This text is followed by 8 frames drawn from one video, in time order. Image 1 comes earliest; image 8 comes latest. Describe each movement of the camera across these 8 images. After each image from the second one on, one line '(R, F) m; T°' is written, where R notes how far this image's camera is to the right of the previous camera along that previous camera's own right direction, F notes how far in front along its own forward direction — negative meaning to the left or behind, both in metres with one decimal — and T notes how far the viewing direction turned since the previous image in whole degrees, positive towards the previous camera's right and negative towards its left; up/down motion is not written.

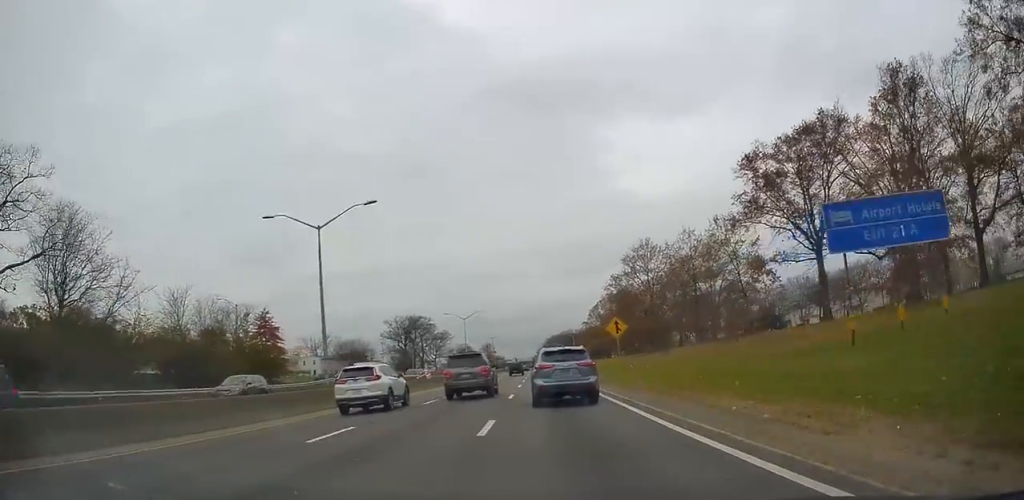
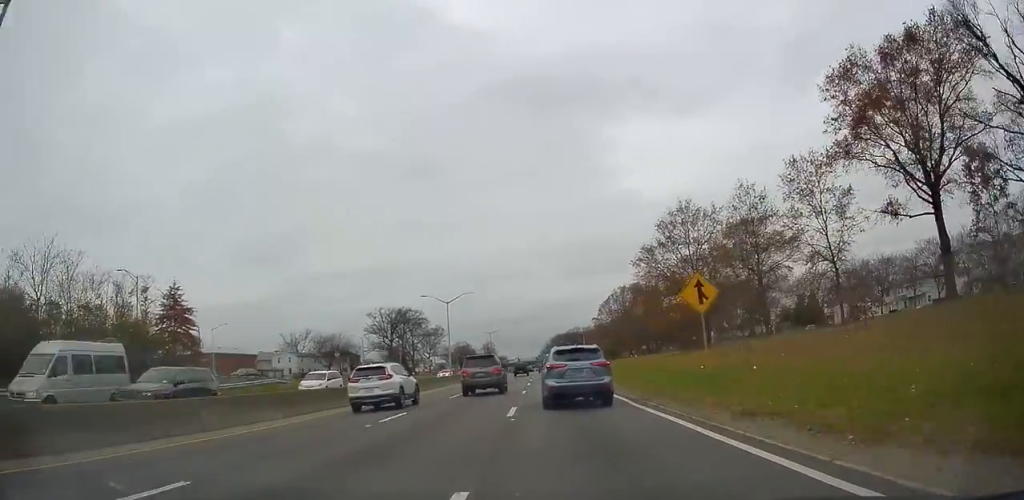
(0.0, +20.4) m; 0°
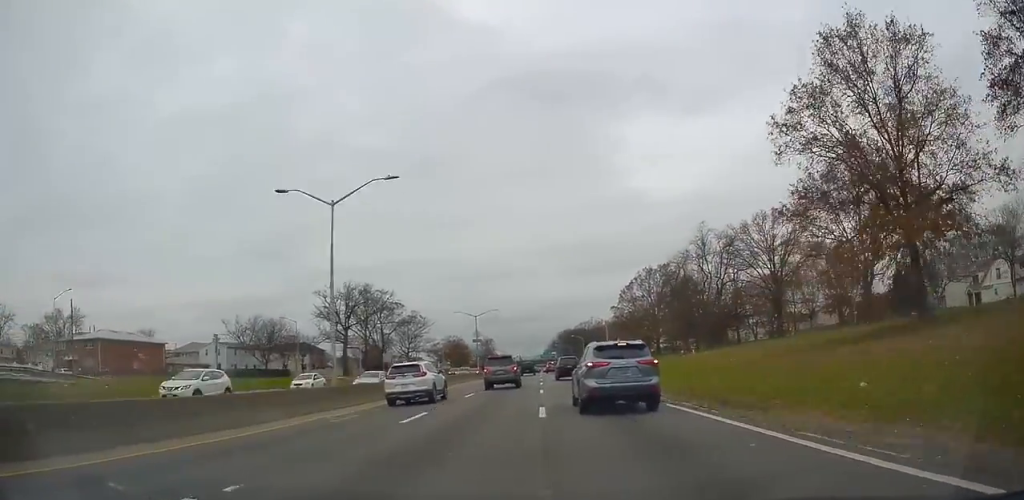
(0.0, +37.8) m; 0°
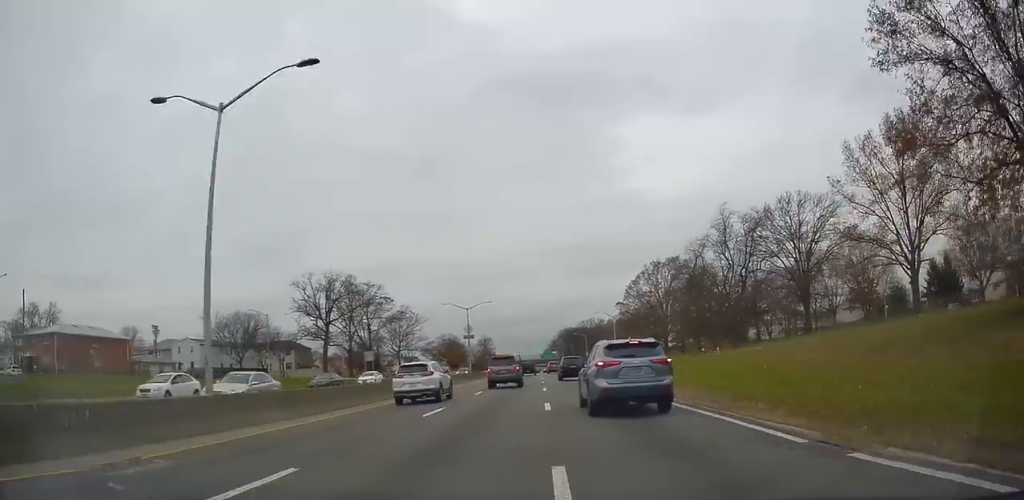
(0.0, +10.0) m; -1°
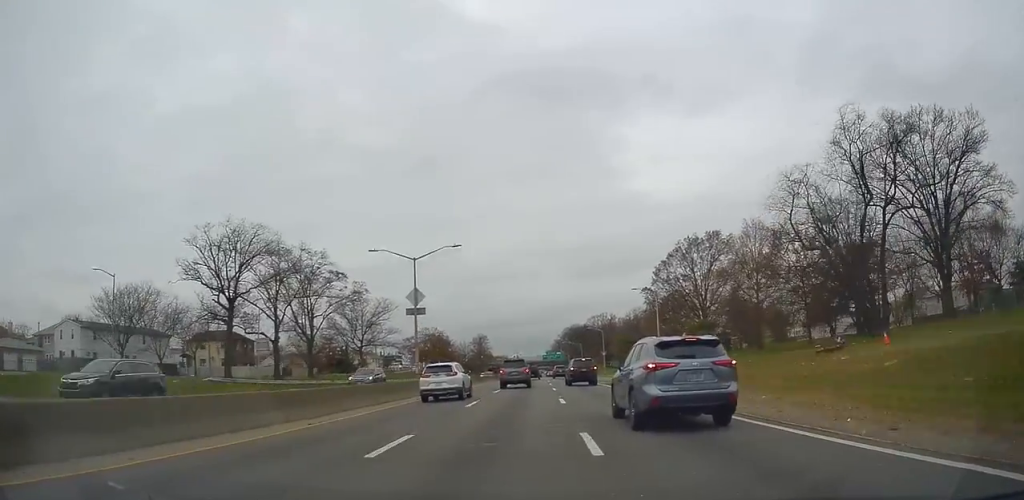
(-0.6, +32.5) m; -1°
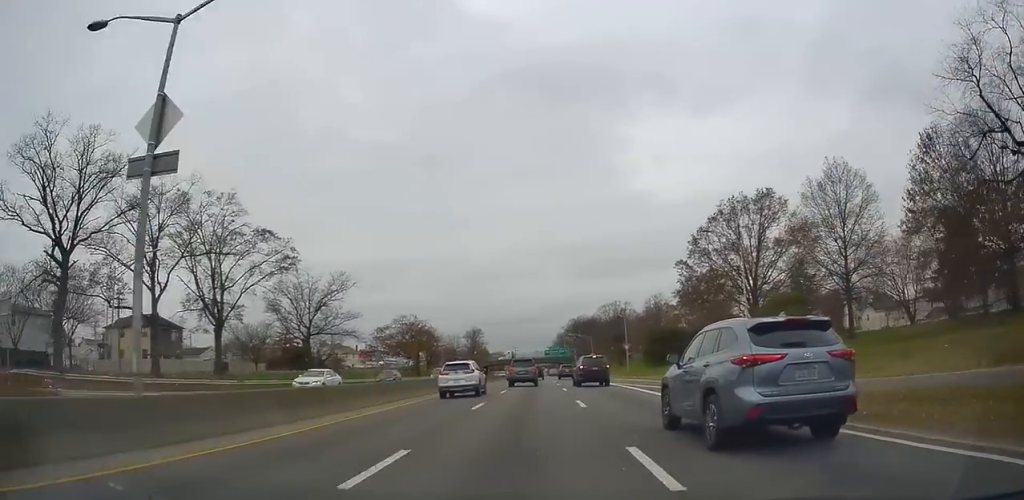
(+0.5, +26.6) m; +1°
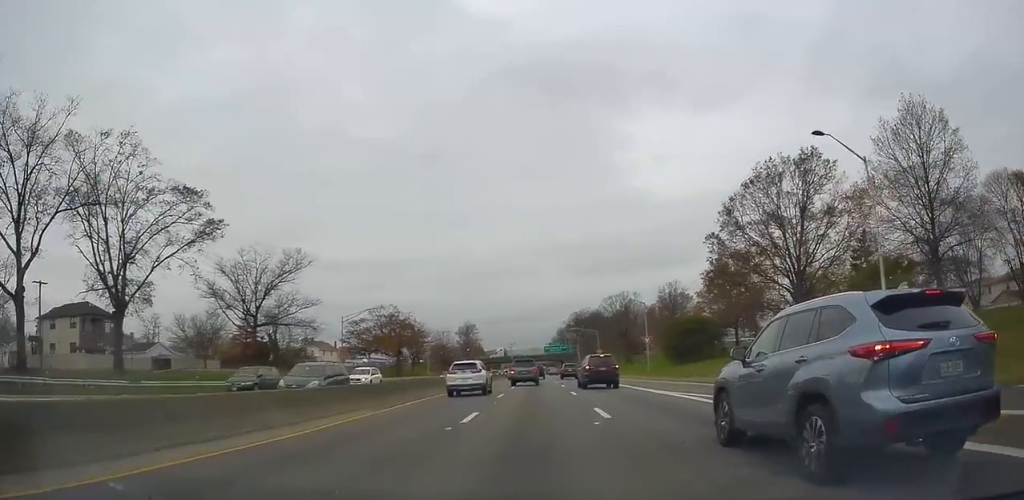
(0.0, +16.5) m; -1°
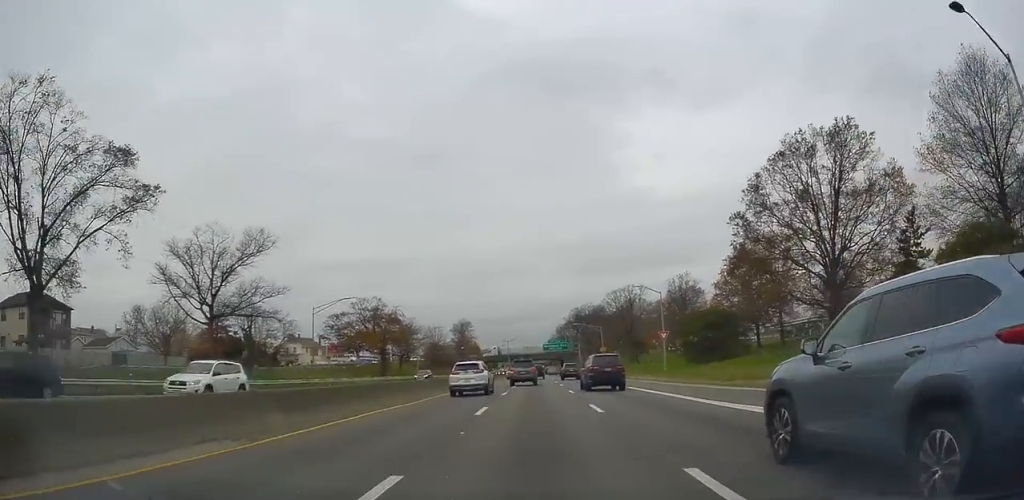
(+0.1, +9.8) m; -1°
